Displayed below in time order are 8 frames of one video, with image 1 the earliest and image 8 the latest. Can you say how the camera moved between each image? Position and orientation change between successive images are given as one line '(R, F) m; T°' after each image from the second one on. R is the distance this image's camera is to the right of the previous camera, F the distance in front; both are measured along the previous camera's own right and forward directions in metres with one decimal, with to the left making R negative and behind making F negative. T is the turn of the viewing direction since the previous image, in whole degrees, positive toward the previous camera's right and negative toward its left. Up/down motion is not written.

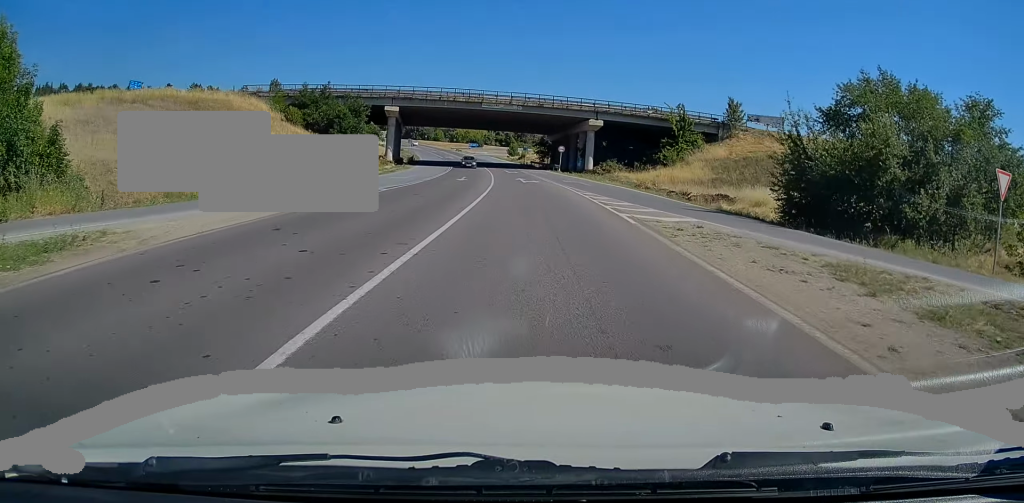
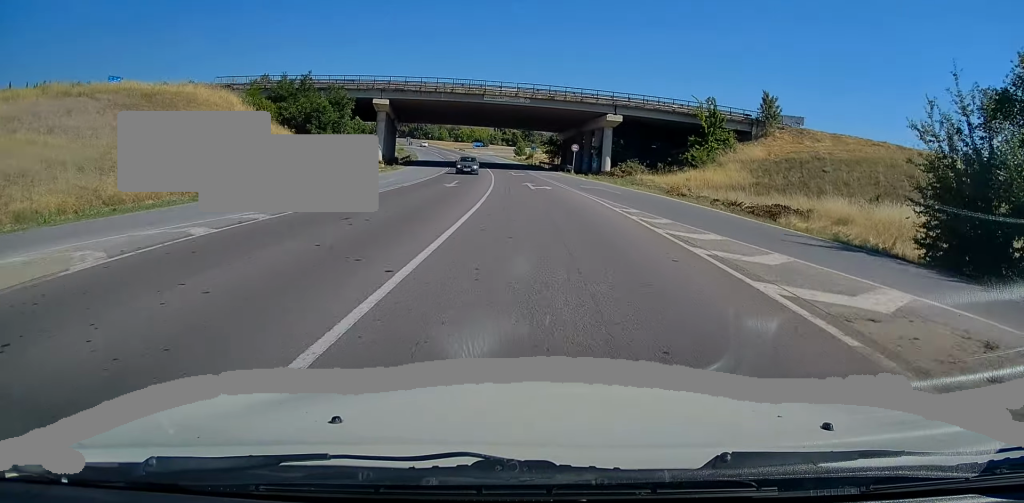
(0.0, +9.6) m; -1°
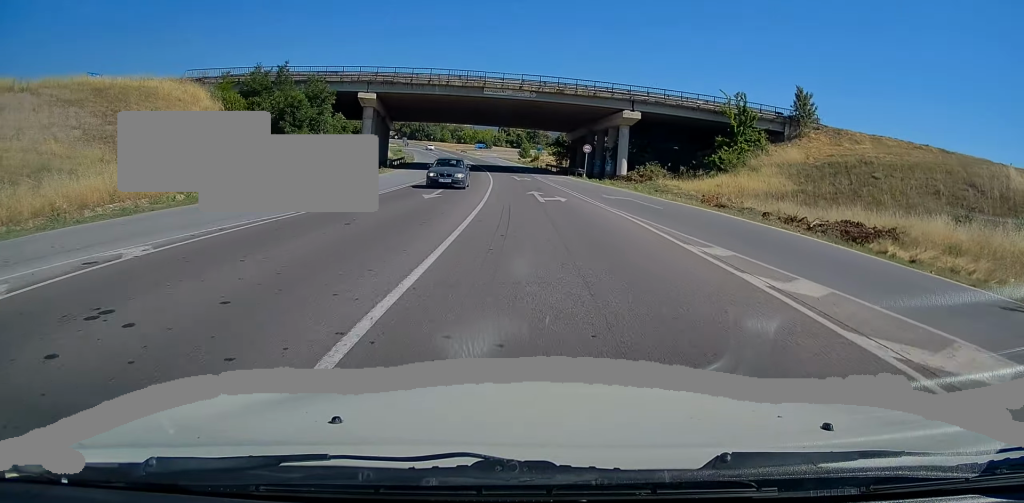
(-0.1, +7.9) m; -1°
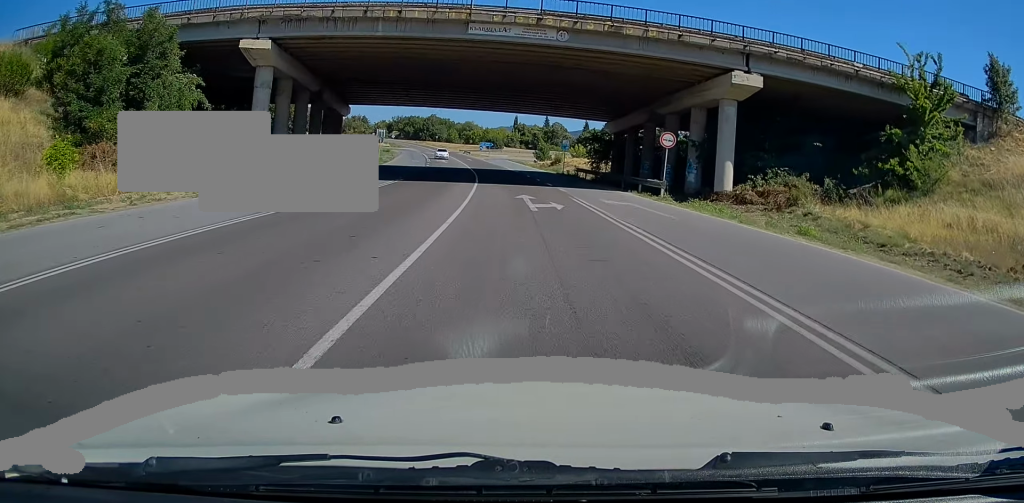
(-0.4, +28.0) m; -2°
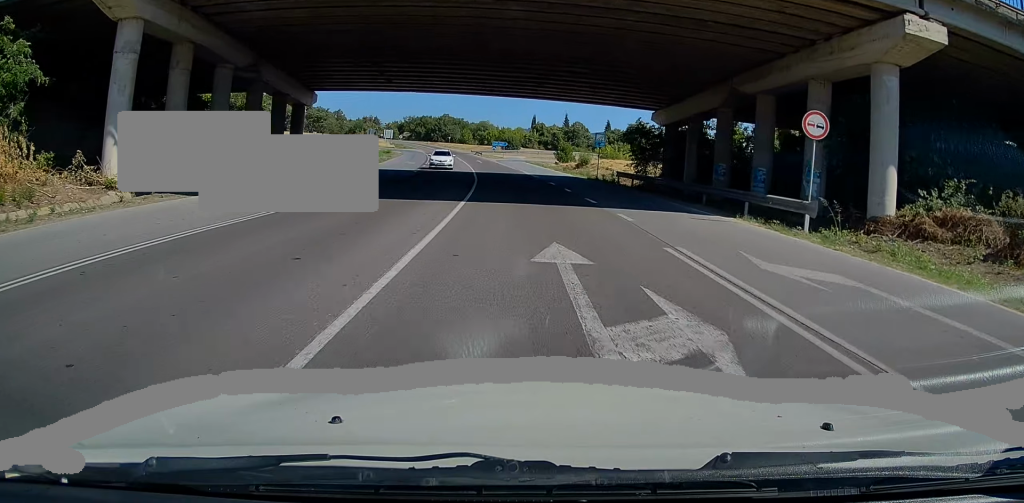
(-0.2, +14.1) m; -1°
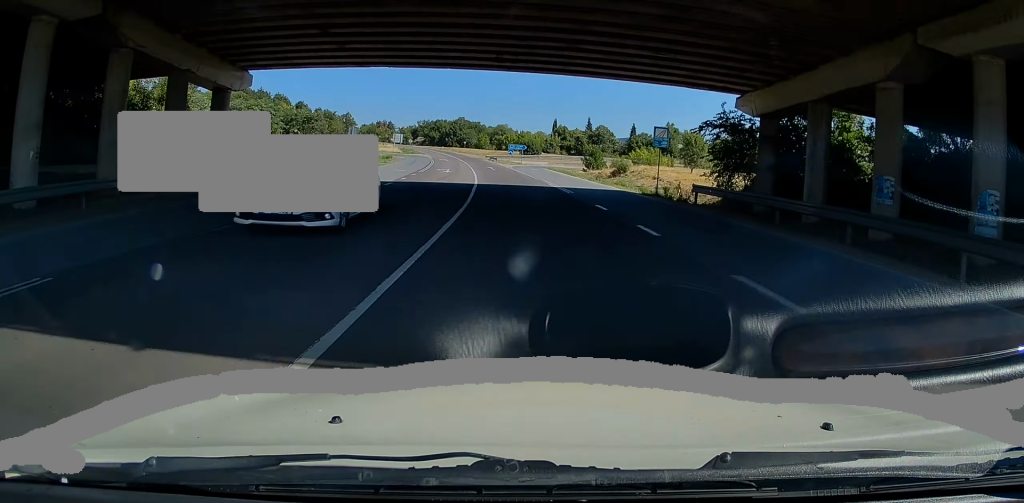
(-0.2, +14.0) m; -1°
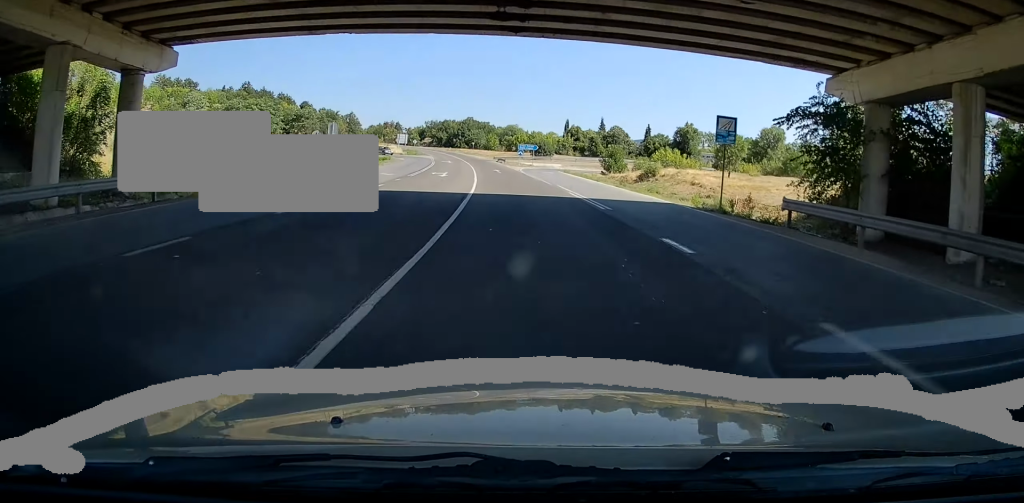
(+0.2, +8.3) m; -1°
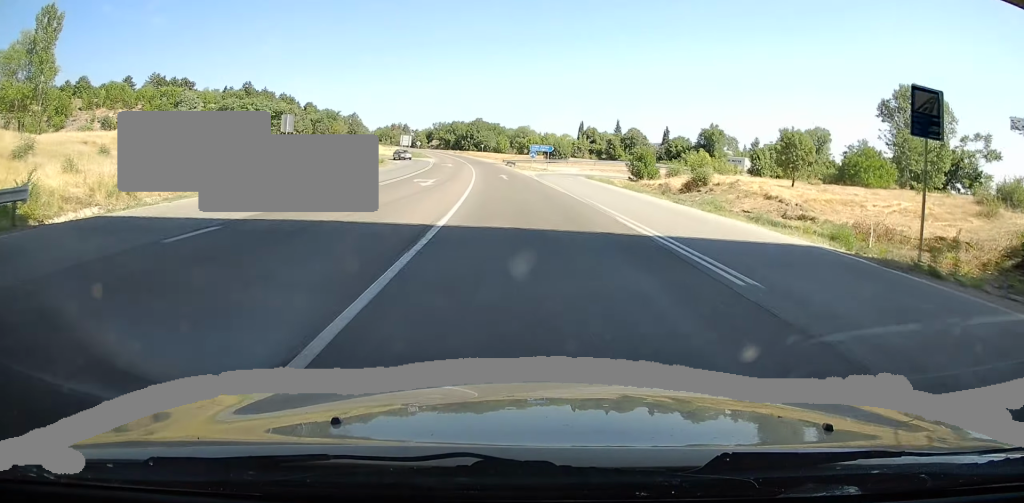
(-0.2, +10.9) m; -2°
